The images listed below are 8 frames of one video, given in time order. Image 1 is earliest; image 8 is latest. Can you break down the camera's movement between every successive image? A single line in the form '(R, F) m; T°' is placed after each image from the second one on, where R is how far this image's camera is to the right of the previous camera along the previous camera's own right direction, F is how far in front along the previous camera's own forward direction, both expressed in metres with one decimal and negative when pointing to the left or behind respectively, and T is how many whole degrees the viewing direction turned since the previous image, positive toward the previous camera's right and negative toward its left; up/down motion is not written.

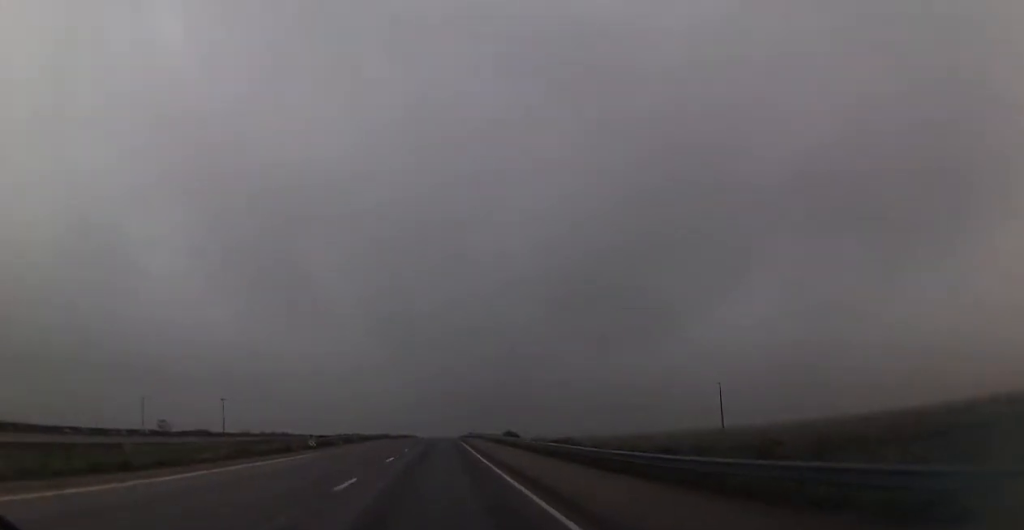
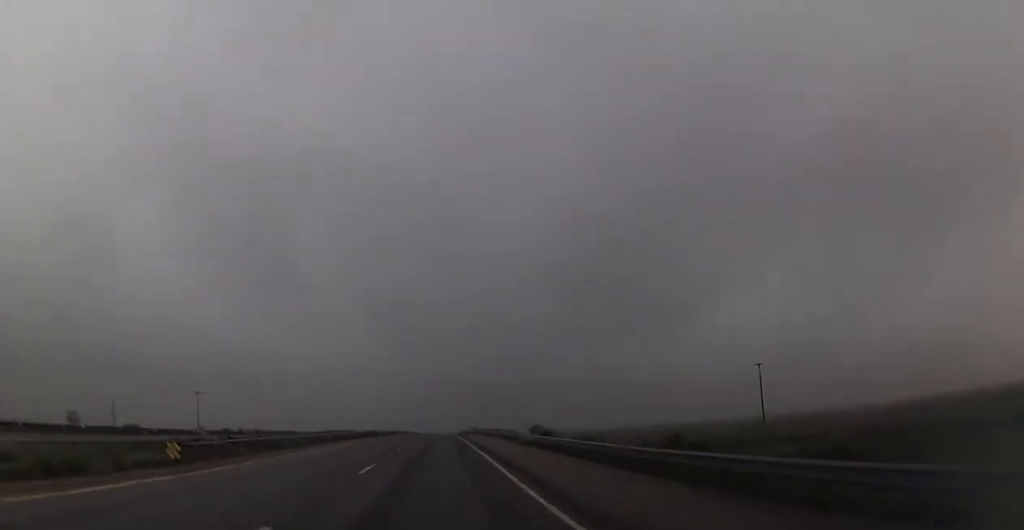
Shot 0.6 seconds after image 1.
(+0.2, +20.4) m; 0°
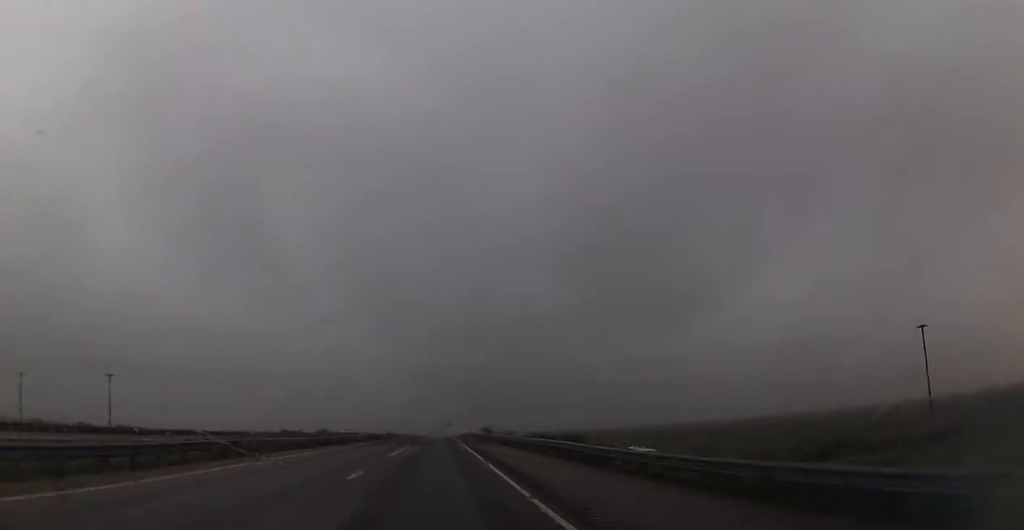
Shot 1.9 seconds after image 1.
(+0.4, +49.5) m; +1°
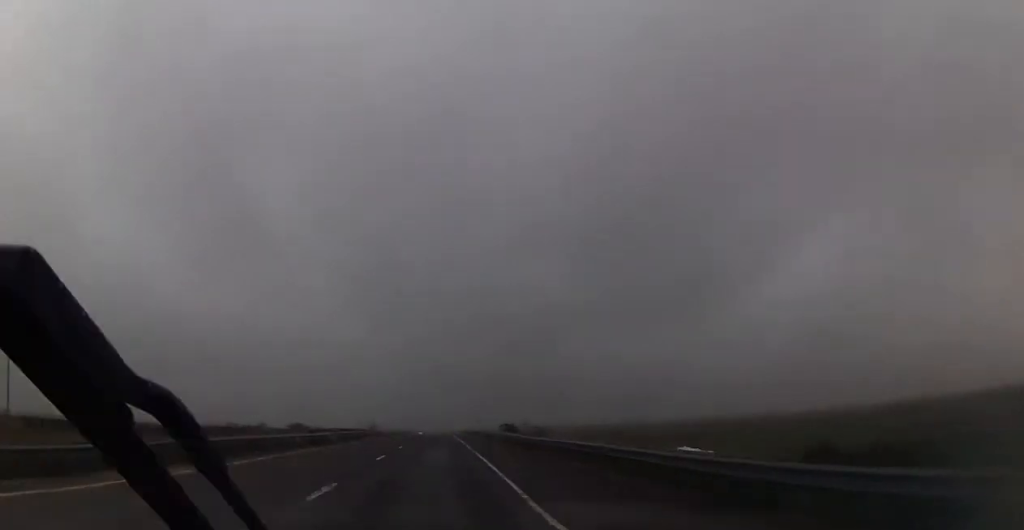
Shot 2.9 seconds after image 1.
(+0.1, +35.1) m; 0°
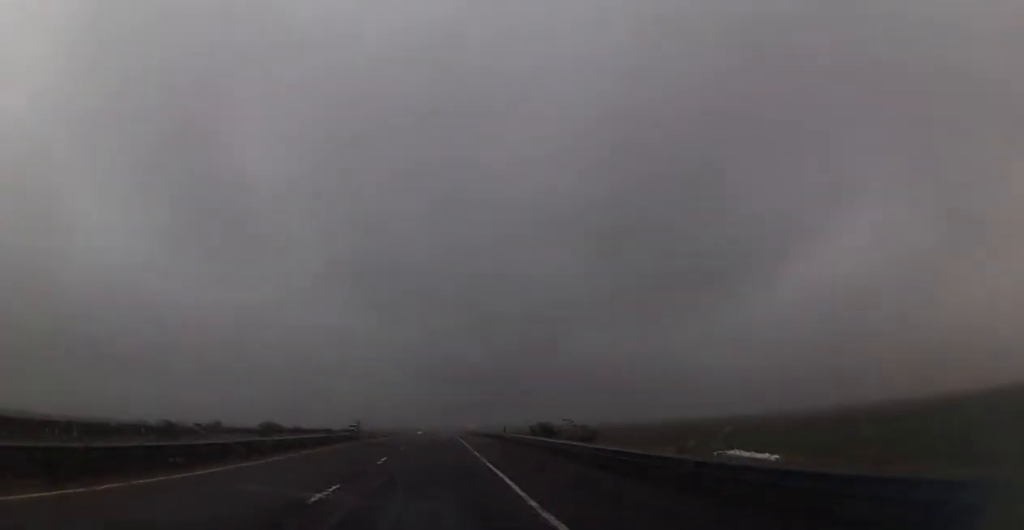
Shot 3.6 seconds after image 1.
(-0.1, +24.2) m; -1°
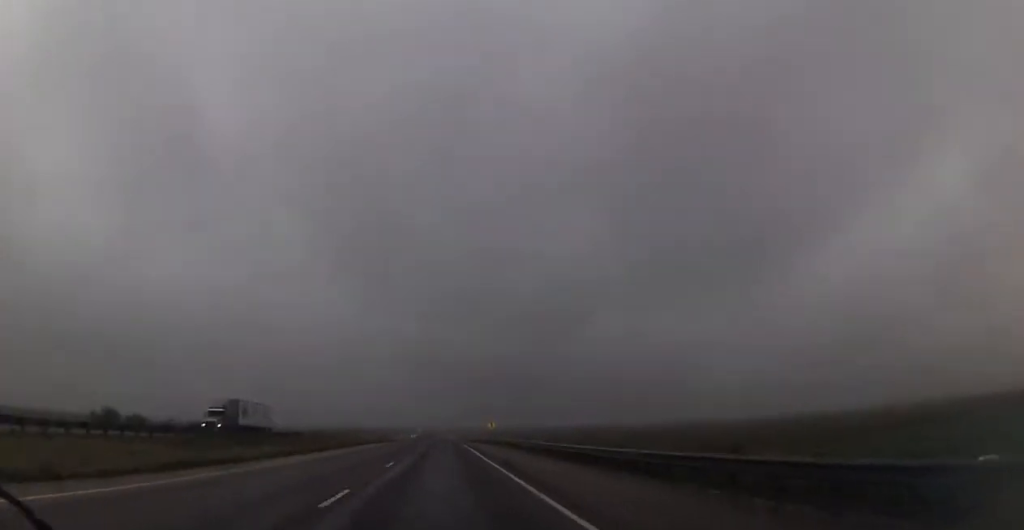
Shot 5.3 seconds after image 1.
(-0.8, +61.6) m; 0°
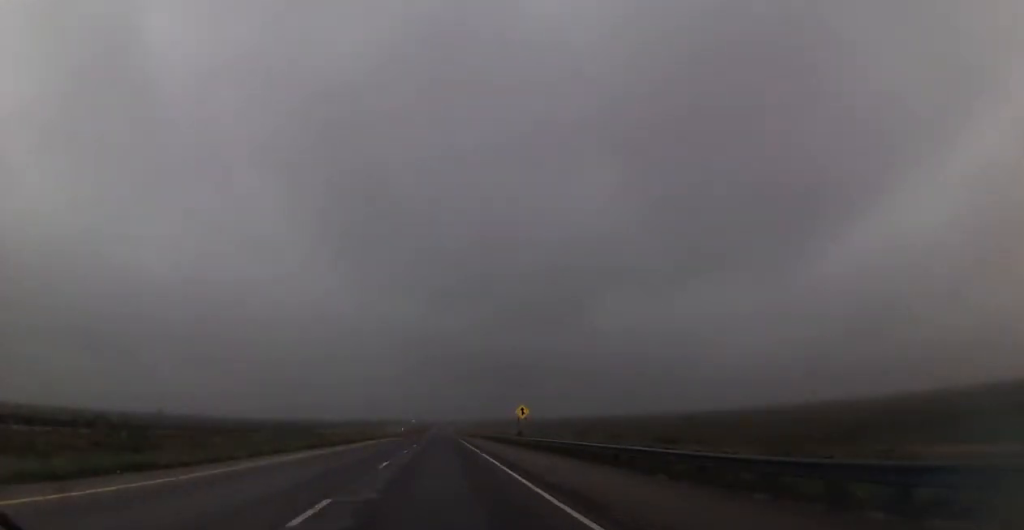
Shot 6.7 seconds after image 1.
(+0.7, +50.7) m; +1°
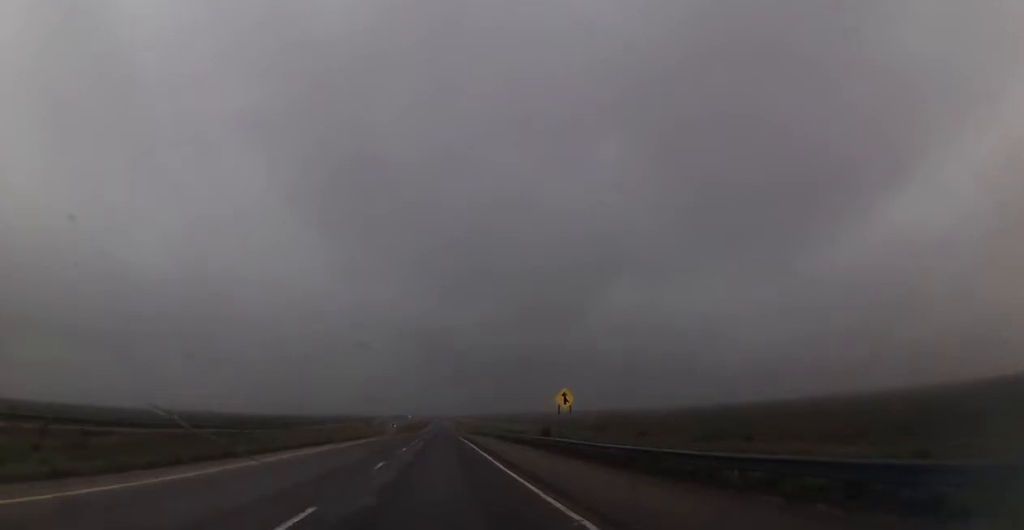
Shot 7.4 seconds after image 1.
(0.0, +25.4) m; 0°
